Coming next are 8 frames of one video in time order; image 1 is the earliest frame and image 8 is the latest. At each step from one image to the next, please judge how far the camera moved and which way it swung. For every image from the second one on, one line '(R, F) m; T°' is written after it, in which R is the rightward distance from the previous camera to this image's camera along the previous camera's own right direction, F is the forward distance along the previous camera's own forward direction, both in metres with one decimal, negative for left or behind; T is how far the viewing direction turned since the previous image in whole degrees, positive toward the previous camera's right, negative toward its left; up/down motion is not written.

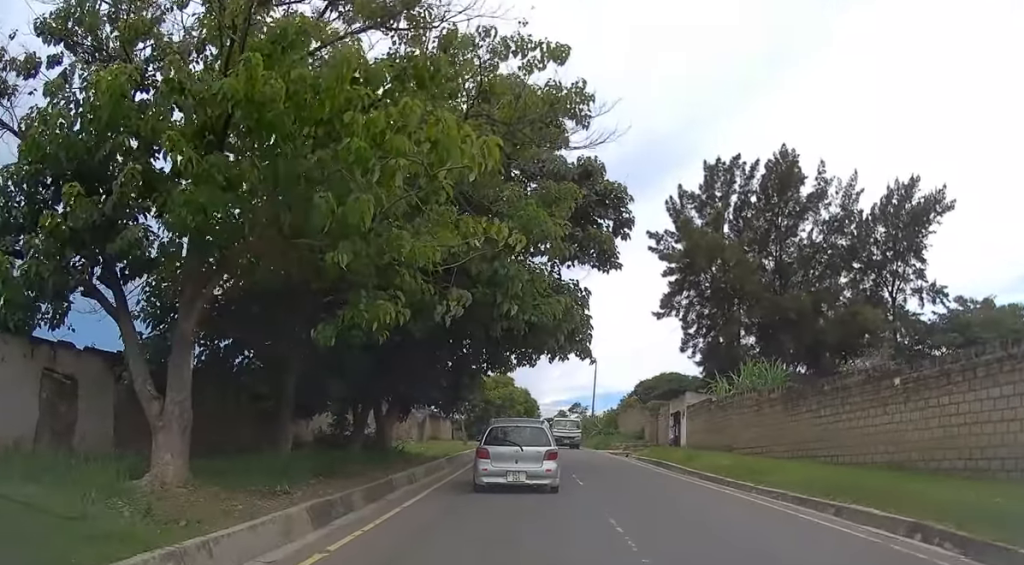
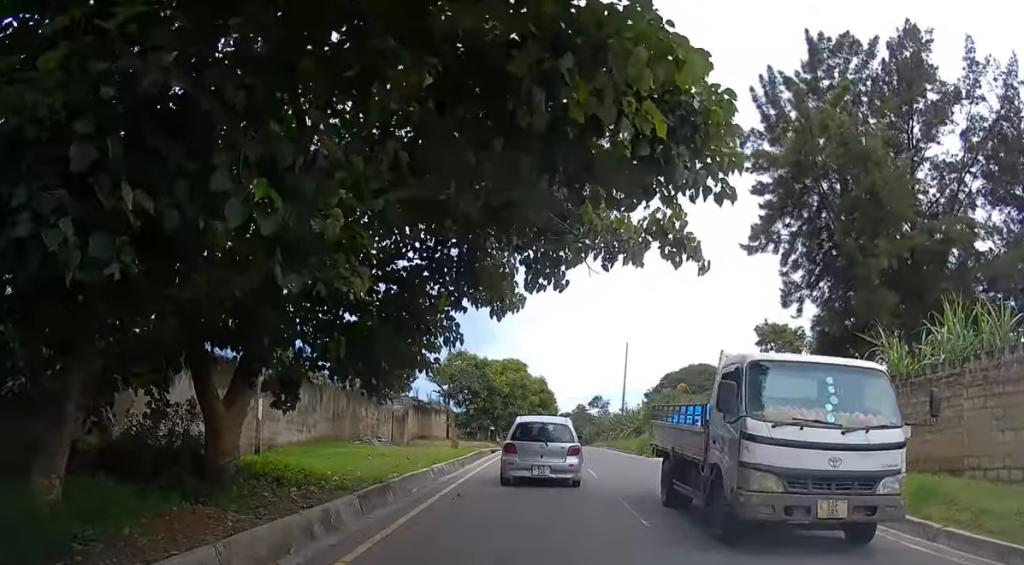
(+0.1, +15.6) m; 0°
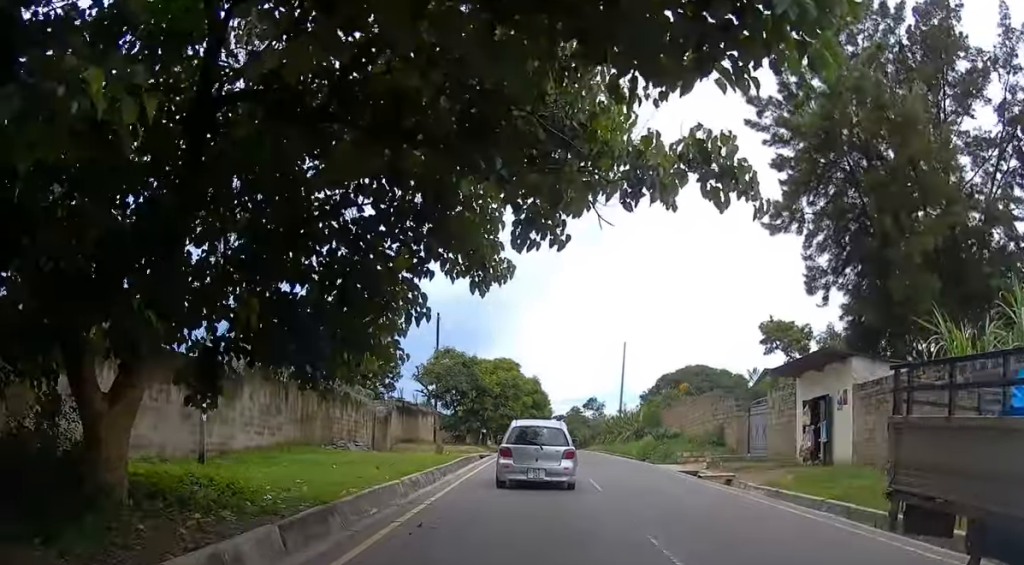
(-0.1, +3.3) m; 0°
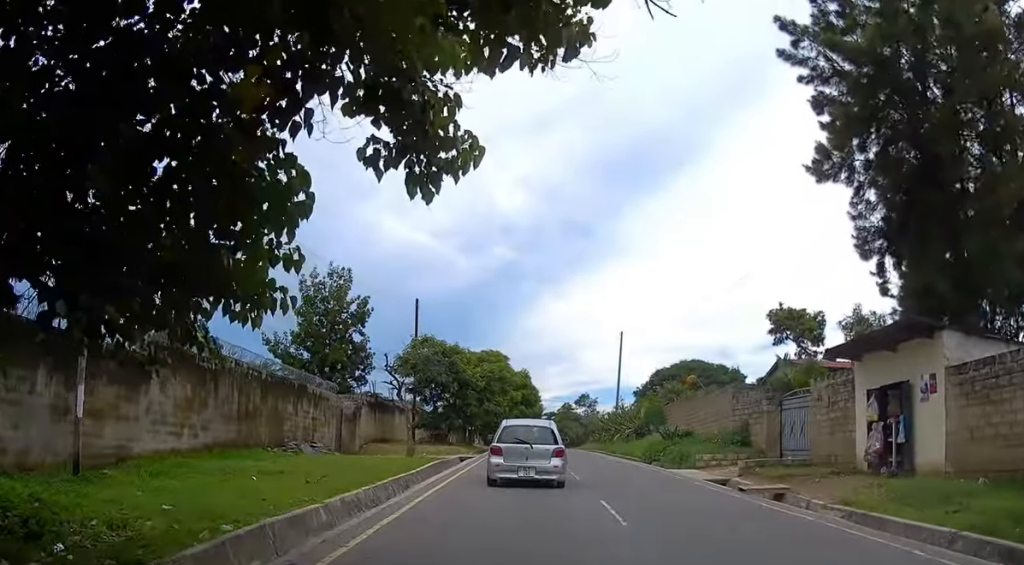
(+0.1, +5.1) m; +1°
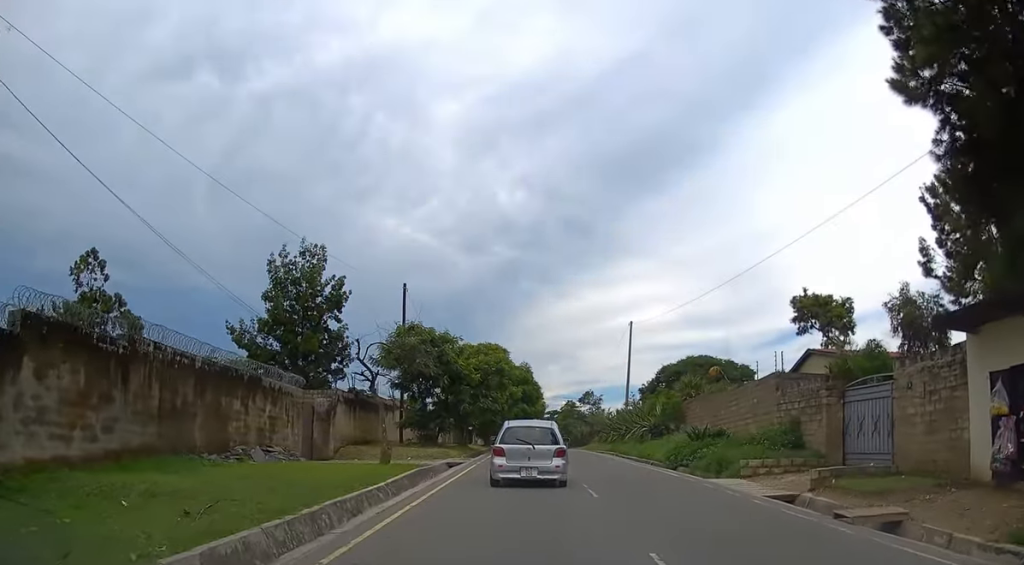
(0.0, +5.1) m; -1°
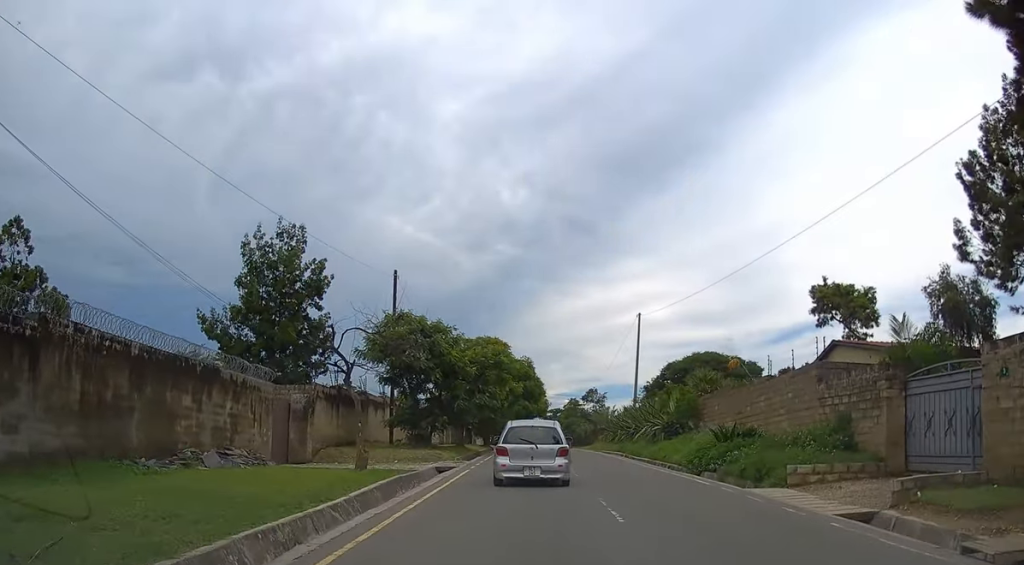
(0.0, +3.5) m; 0°
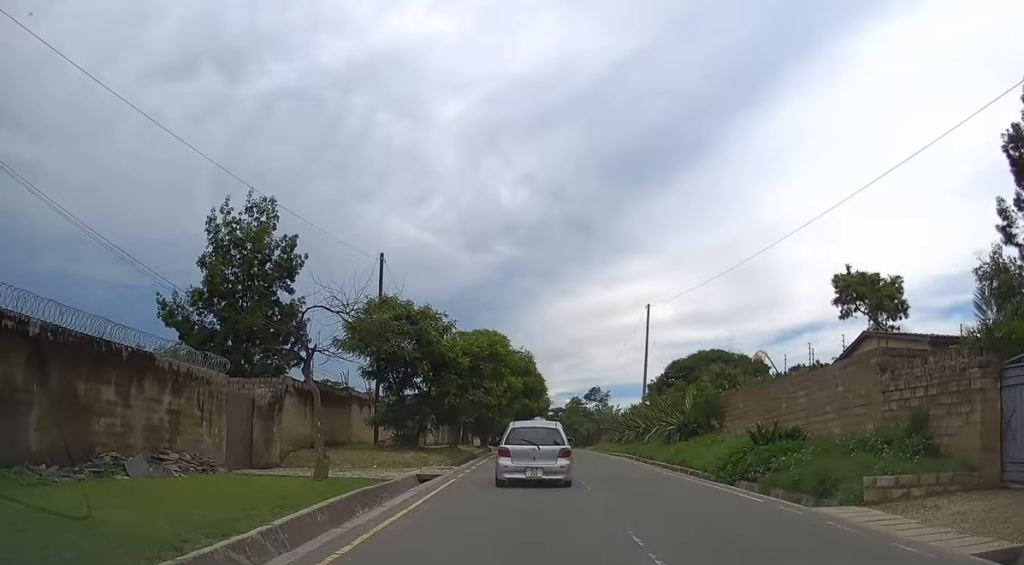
(0.0, +3.8) m; 0°
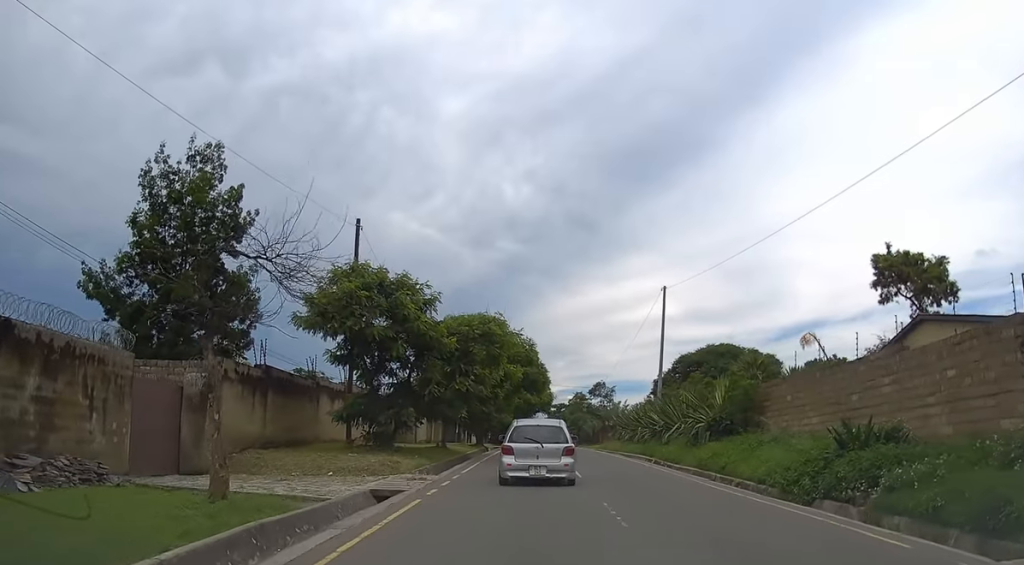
(+0.1, +5.5) m; +1°
